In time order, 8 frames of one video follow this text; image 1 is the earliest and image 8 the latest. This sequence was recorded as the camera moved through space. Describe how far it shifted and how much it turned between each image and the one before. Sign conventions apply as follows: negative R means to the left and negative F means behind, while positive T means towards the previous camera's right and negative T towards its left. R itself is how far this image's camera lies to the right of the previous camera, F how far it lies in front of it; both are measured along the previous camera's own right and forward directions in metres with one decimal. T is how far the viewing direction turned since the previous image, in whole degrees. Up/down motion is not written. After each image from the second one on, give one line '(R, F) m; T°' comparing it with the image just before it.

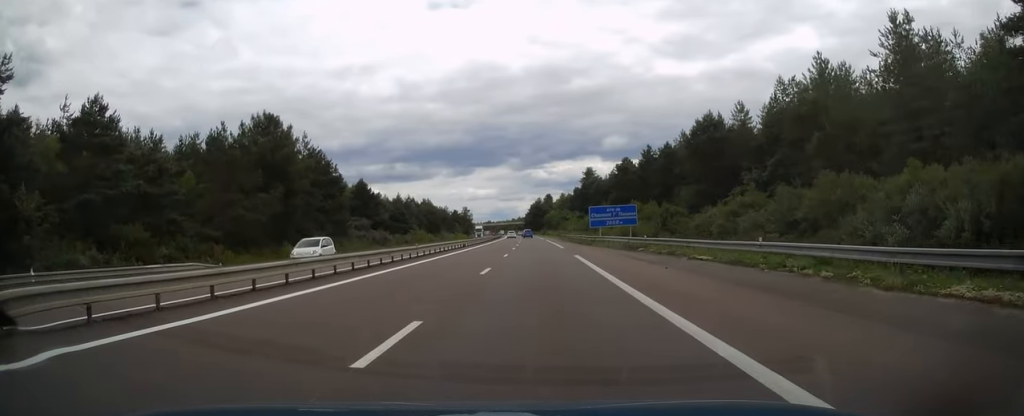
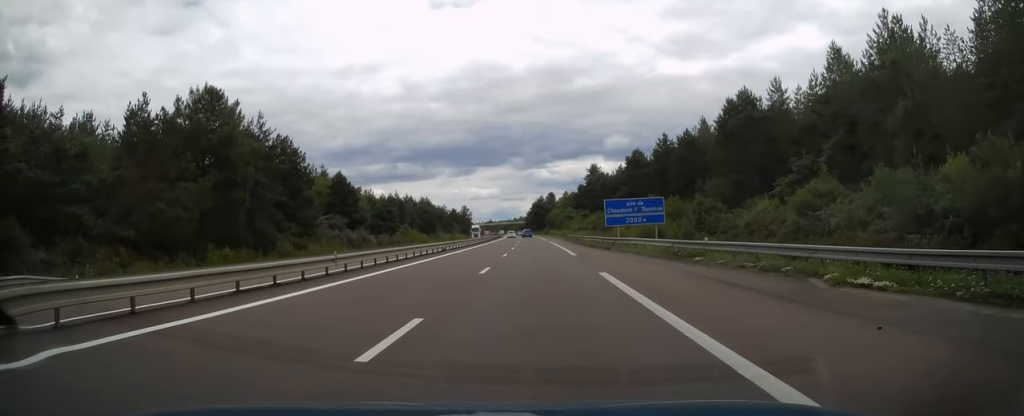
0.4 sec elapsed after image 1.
(0.0, +12.8) m; 0°
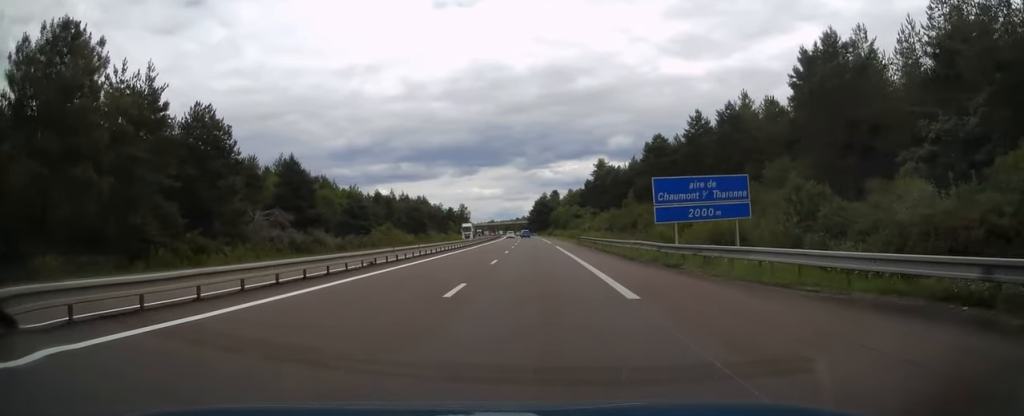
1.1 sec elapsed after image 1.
(-0.1, +19.6) m; 0°
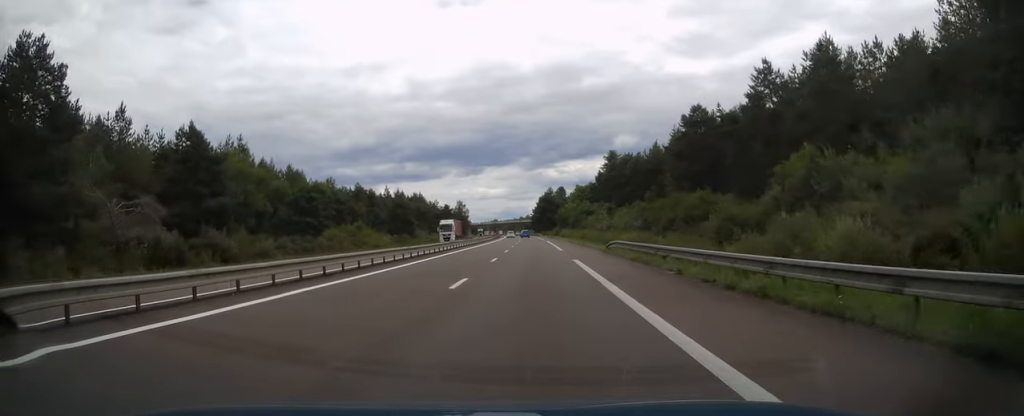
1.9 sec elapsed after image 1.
(-0.1, +24.0) m; 0°
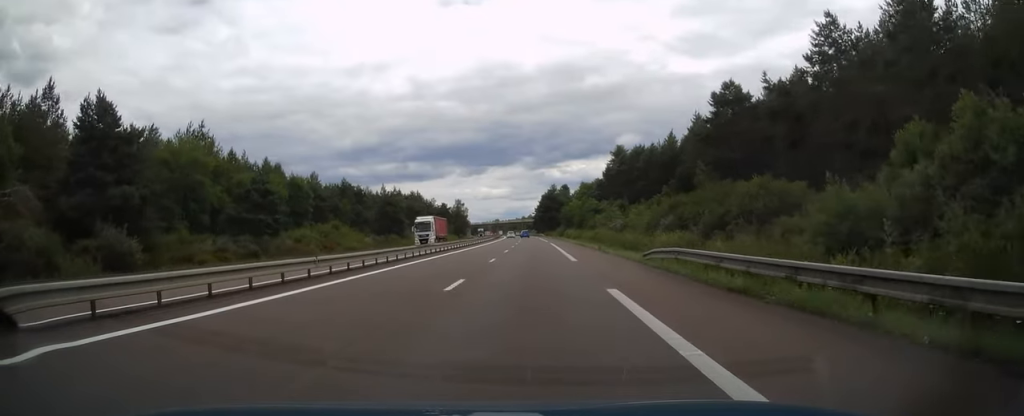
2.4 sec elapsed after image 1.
(0.0, +13.3) m; 0°
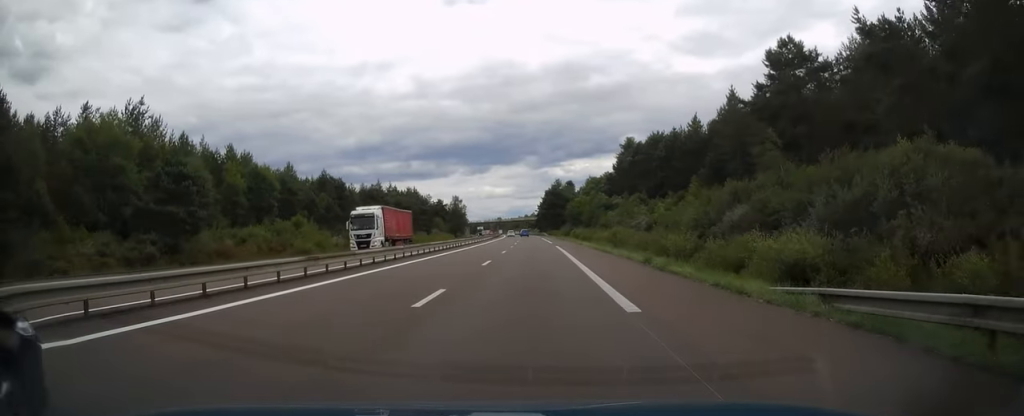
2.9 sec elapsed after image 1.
(0.0, +16.2) m; 0°
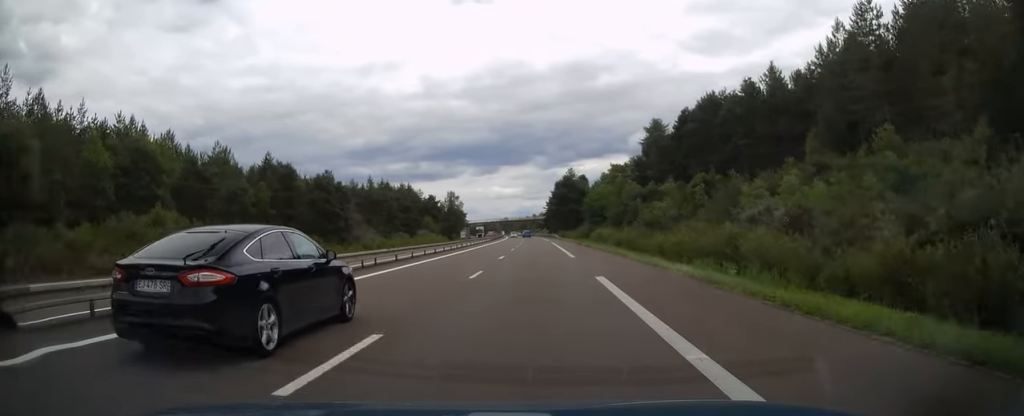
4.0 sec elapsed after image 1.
(-0.2, +31.9) m; -1°
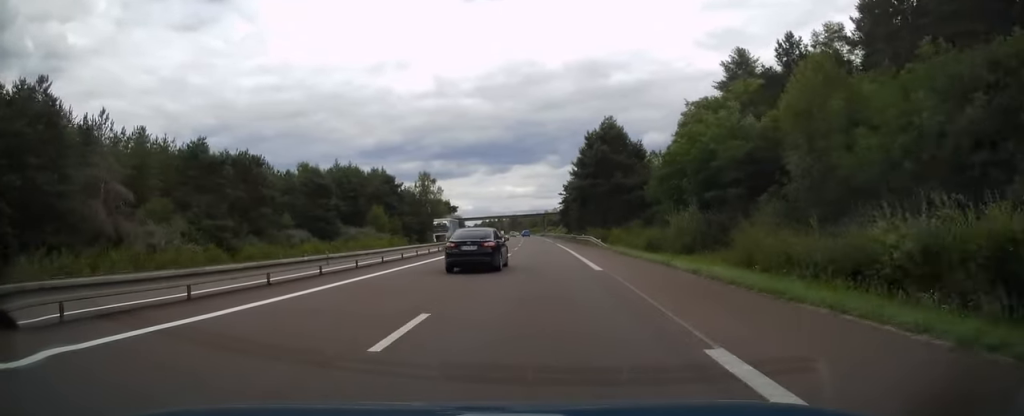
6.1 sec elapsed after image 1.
(-0.9, +62.7) m; -1°
